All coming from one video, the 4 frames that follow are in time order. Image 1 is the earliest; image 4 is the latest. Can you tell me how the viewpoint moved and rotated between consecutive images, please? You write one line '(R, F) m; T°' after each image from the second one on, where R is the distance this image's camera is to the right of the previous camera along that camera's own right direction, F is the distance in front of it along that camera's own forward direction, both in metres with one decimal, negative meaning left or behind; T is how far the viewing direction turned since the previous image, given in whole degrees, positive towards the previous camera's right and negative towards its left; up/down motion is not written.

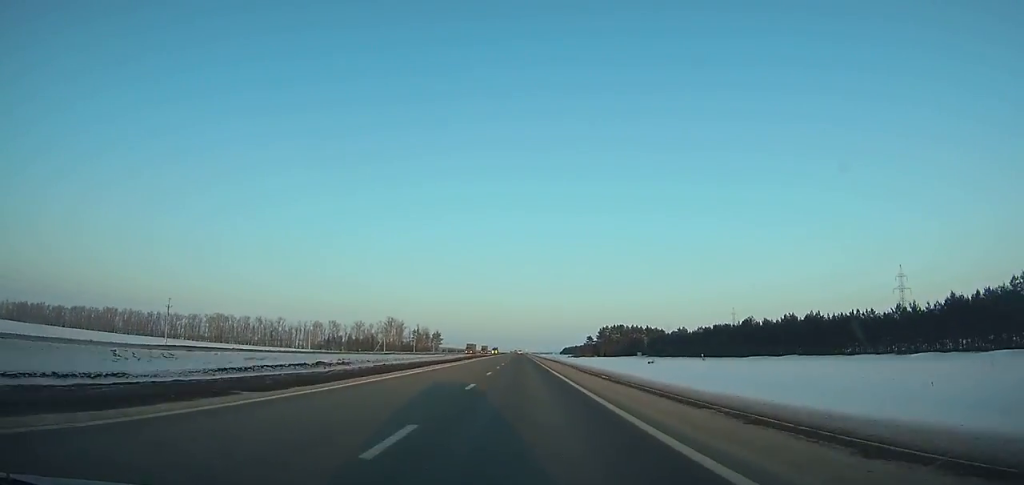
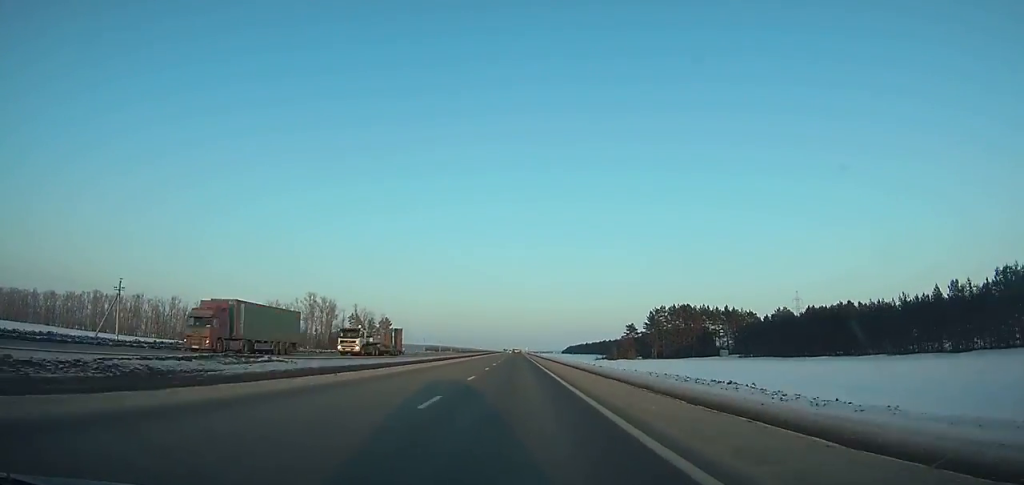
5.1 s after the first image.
(+0.3, +137.7) m; 0°
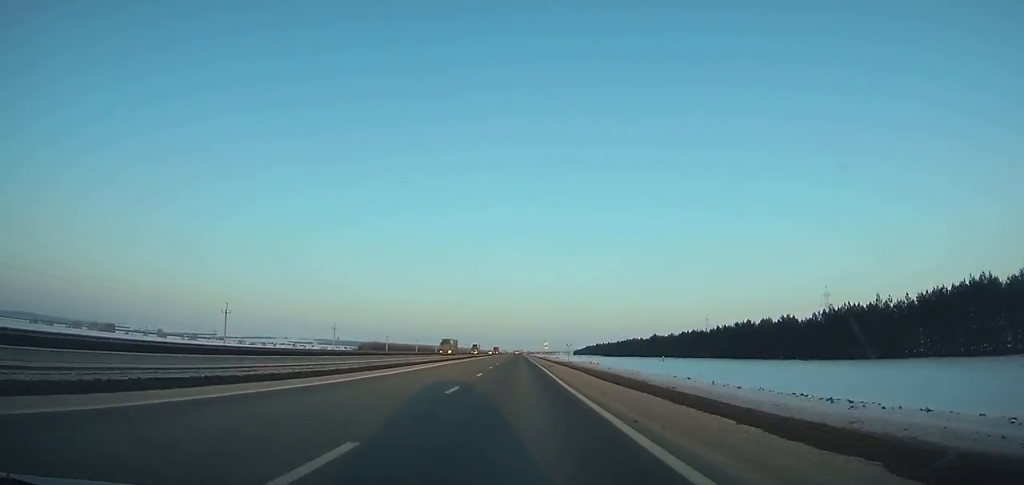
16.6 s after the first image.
(-0.3, +304.9) m; 0°
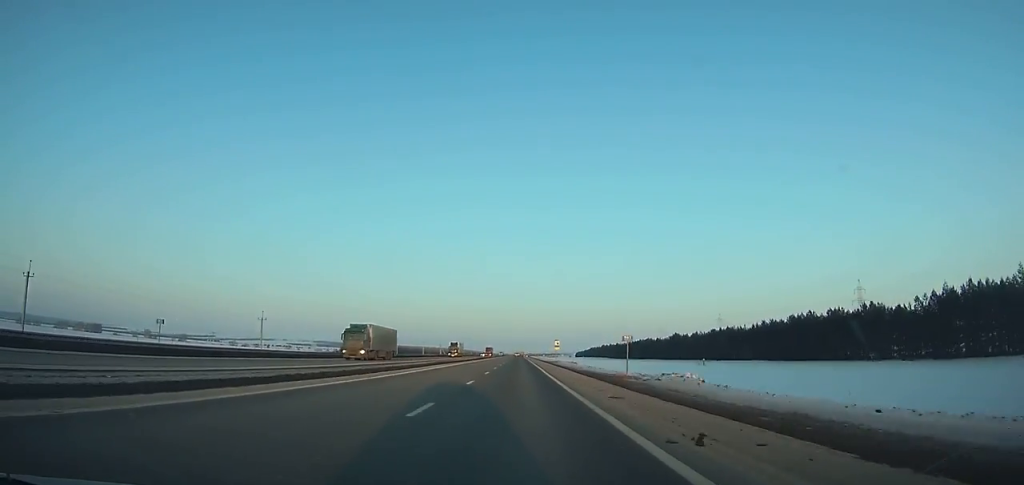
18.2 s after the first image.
(0.0, +42.2) m; 0°
